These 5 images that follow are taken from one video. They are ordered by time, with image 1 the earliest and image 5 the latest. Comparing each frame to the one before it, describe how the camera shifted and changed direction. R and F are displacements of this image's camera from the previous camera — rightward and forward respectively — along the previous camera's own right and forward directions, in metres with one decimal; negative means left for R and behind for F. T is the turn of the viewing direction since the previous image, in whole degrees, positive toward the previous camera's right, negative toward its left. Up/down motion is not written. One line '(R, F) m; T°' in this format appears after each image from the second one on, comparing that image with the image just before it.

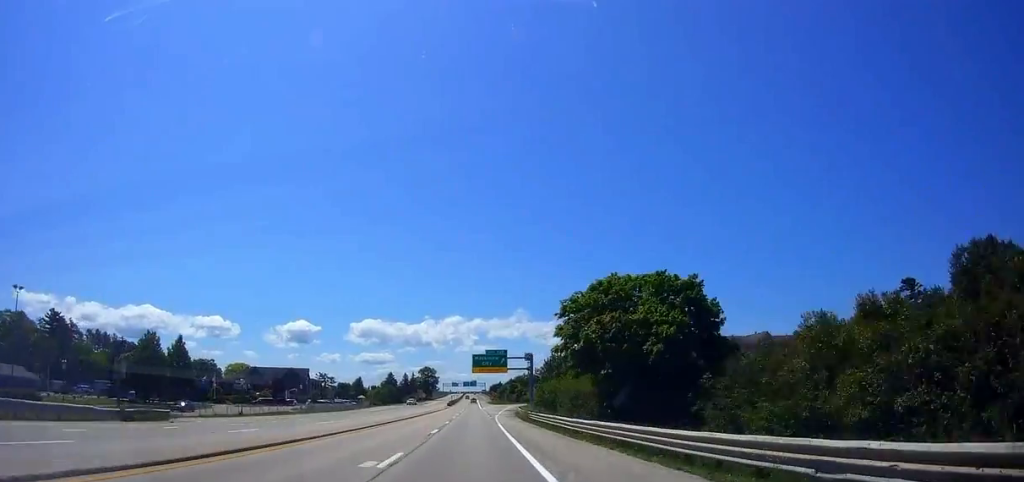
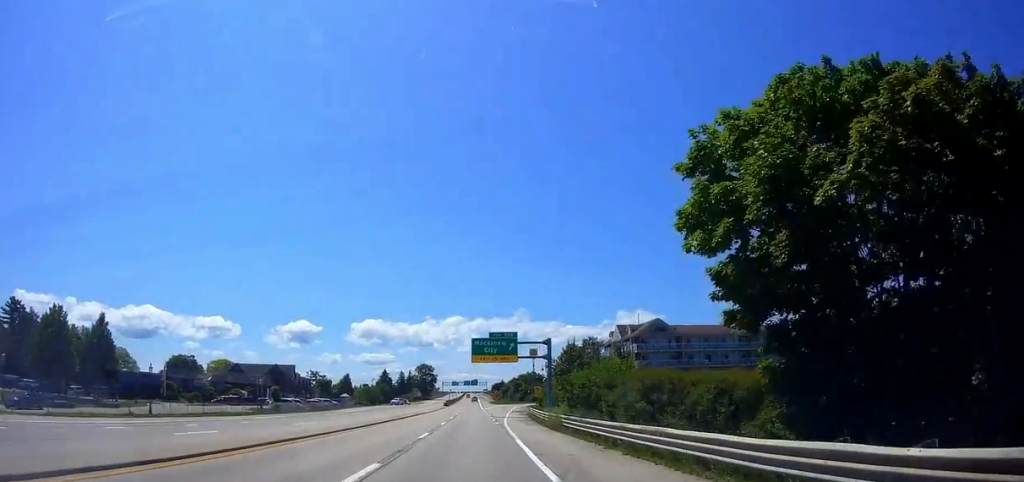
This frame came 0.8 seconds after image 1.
(-0.1, +19.9) m; 0°
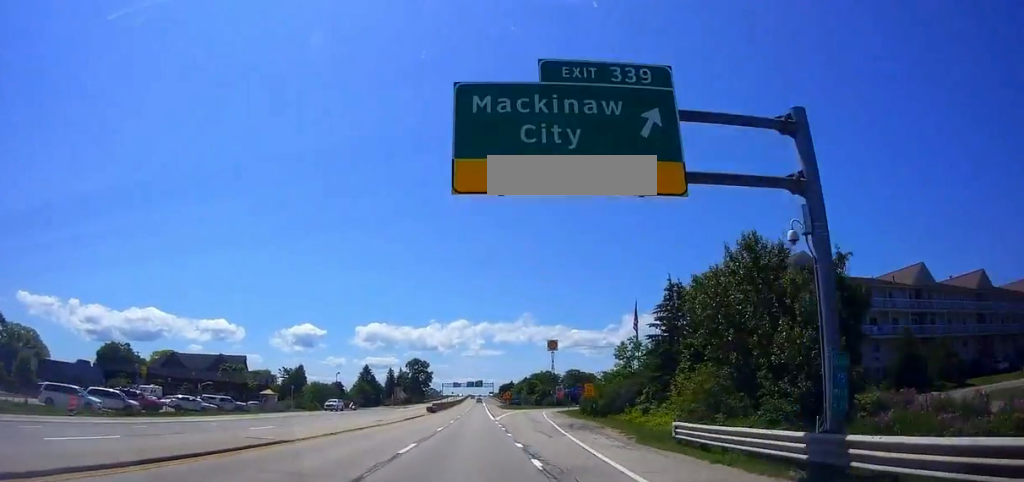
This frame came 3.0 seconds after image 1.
(-0.1, +51.4) m; 0°
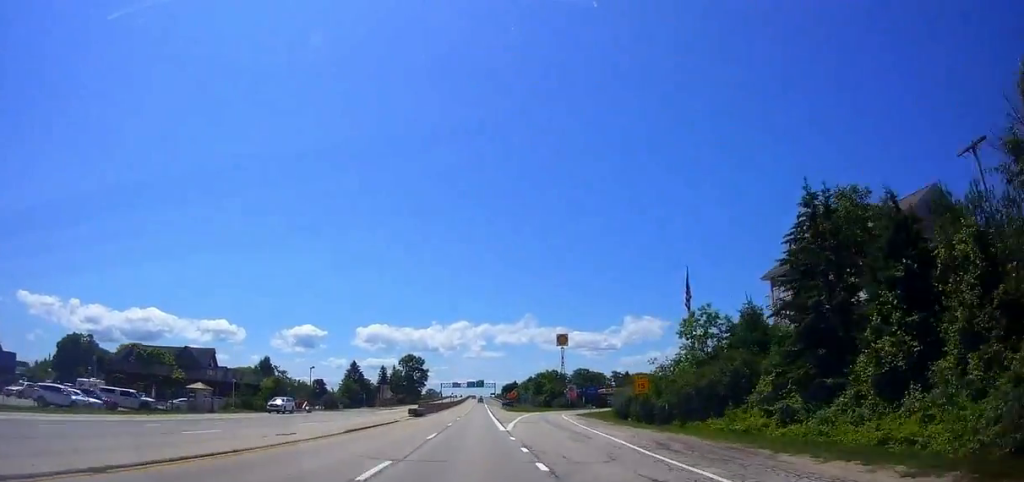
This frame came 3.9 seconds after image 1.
(0.0, +21.7) m; 0°
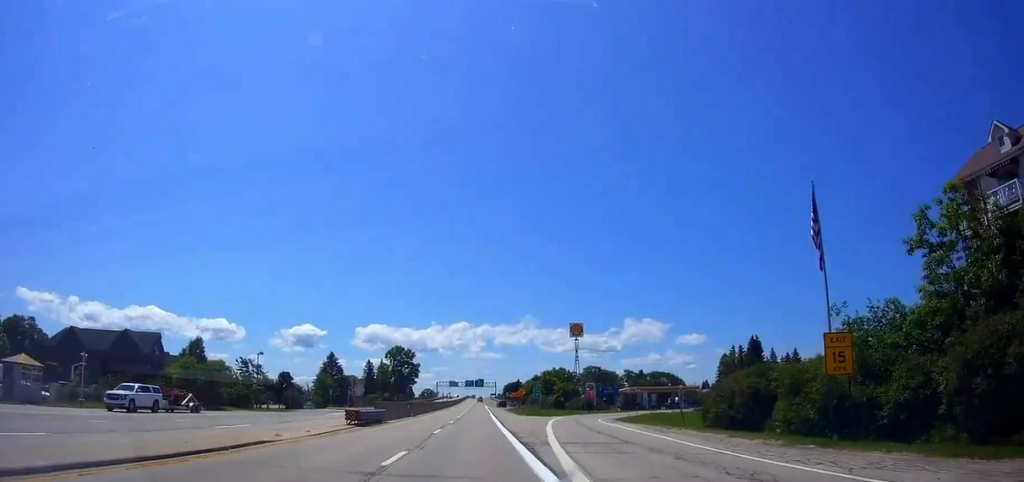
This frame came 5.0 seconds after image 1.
(0.0, +27.3) m; 0°
